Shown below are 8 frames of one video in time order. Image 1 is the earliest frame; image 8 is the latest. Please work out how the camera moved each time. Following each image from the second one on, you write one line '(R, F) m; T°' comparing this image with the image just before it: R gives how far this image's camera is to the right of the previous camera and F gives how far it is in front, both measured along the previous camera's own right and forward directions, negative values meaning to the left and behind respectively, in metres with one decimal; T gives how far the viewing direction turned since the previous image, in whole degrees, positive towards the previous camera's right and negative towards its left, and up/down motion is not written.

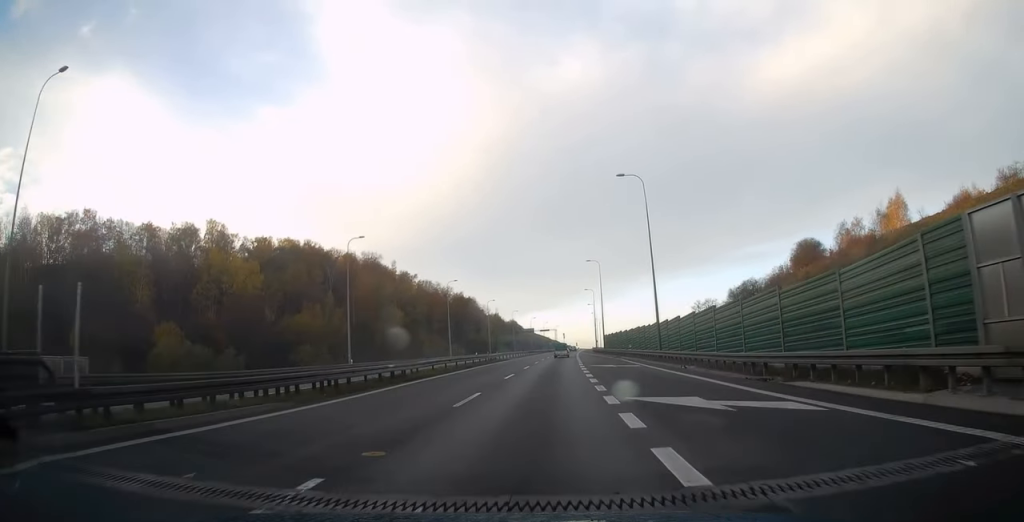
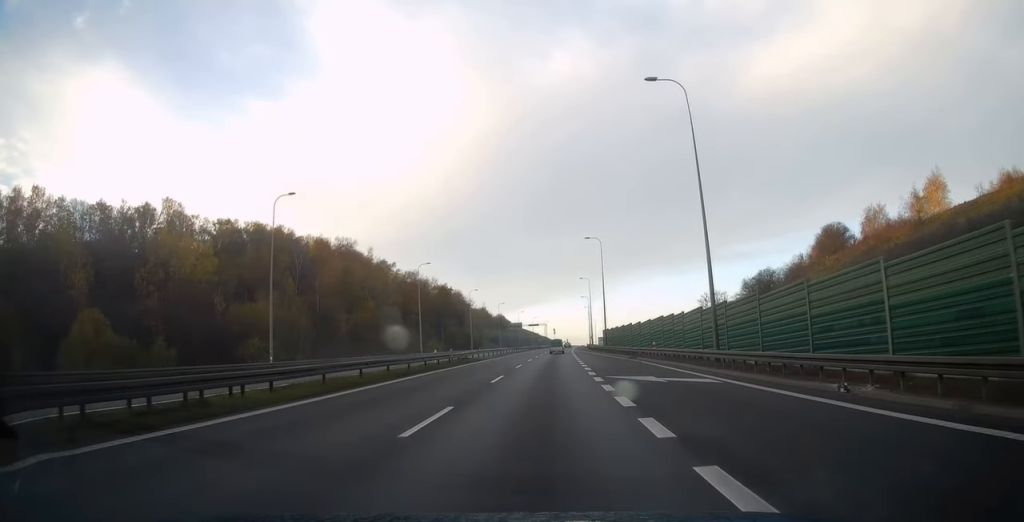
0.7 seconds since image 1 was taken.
(0.0, +17.6) m; 0°
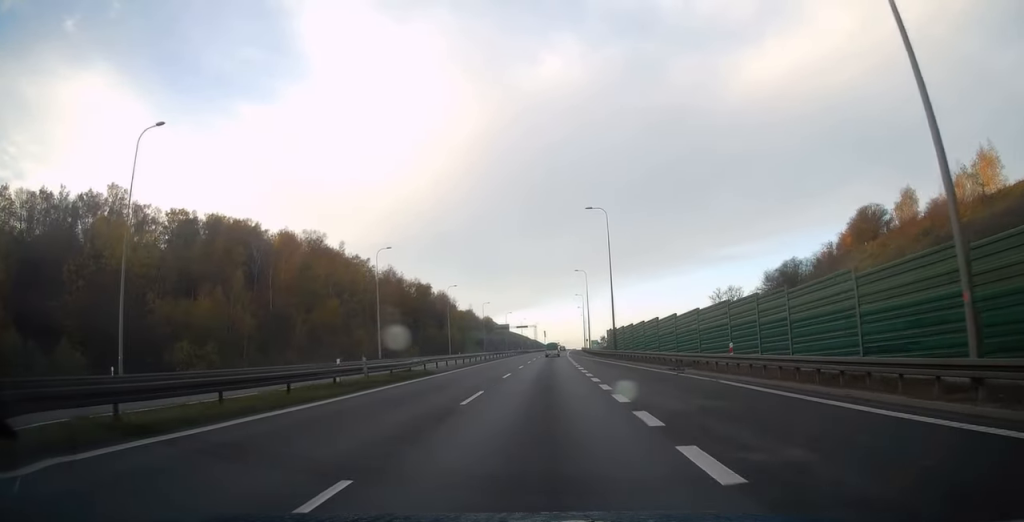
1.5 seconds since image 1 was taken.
(0.0, +18.9) m; +1°
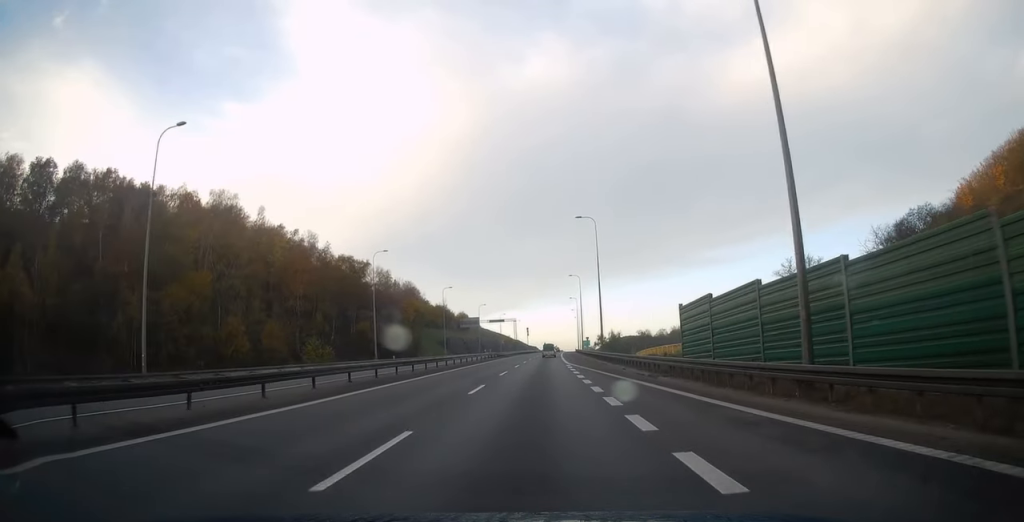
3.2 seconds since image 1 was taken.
(+1.5, +44.9) m; +2°
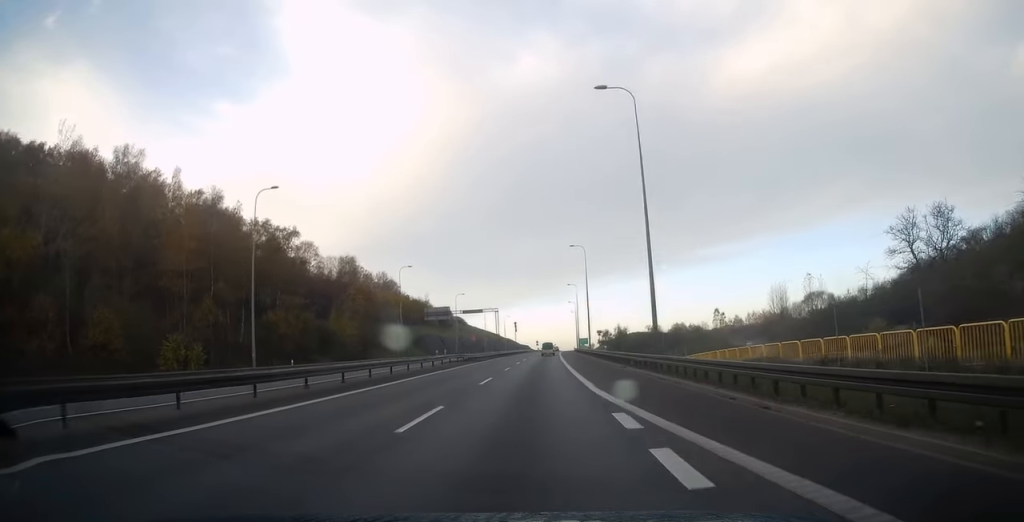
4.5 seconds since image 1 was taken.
(-0.2, +32.2) m; 0°
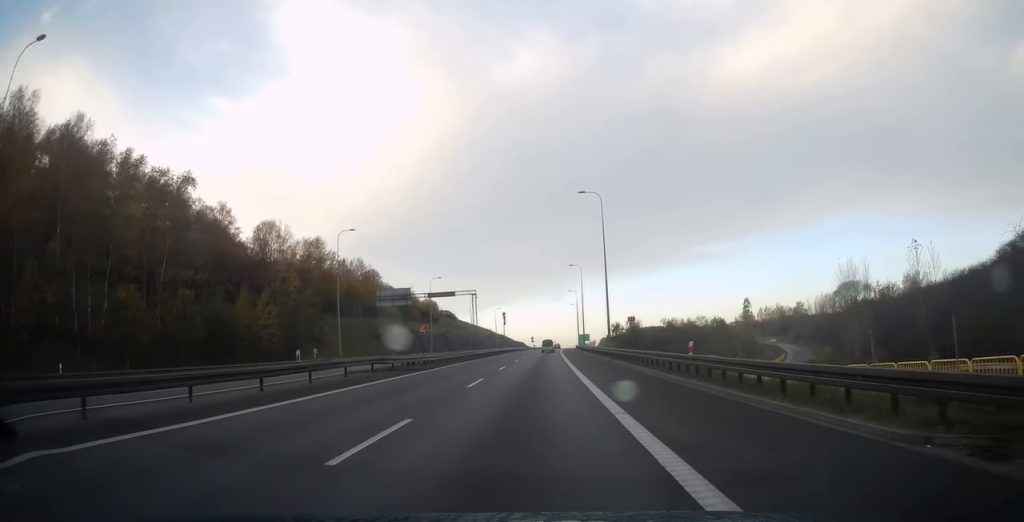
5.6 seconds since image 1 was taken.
(+0.4, +27.4) m; +1°
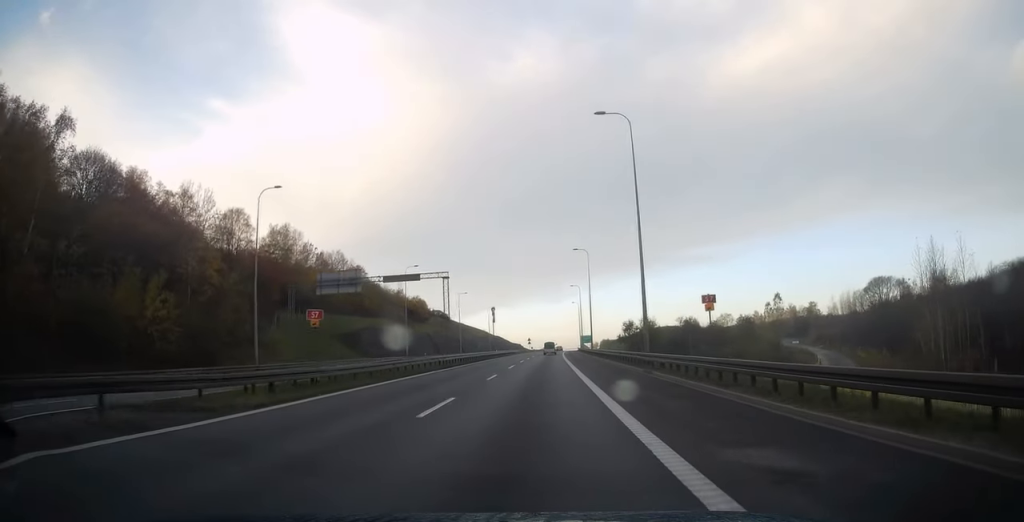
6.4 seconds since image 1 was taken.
(0.0, +19.6) m; 0°
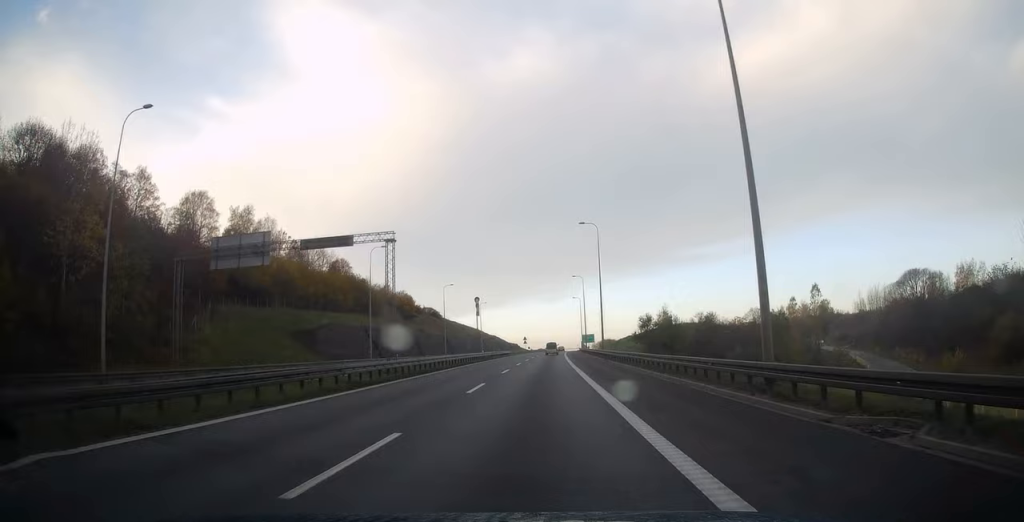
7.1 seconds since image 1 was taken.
(0.0, +18.3) m; 0°
